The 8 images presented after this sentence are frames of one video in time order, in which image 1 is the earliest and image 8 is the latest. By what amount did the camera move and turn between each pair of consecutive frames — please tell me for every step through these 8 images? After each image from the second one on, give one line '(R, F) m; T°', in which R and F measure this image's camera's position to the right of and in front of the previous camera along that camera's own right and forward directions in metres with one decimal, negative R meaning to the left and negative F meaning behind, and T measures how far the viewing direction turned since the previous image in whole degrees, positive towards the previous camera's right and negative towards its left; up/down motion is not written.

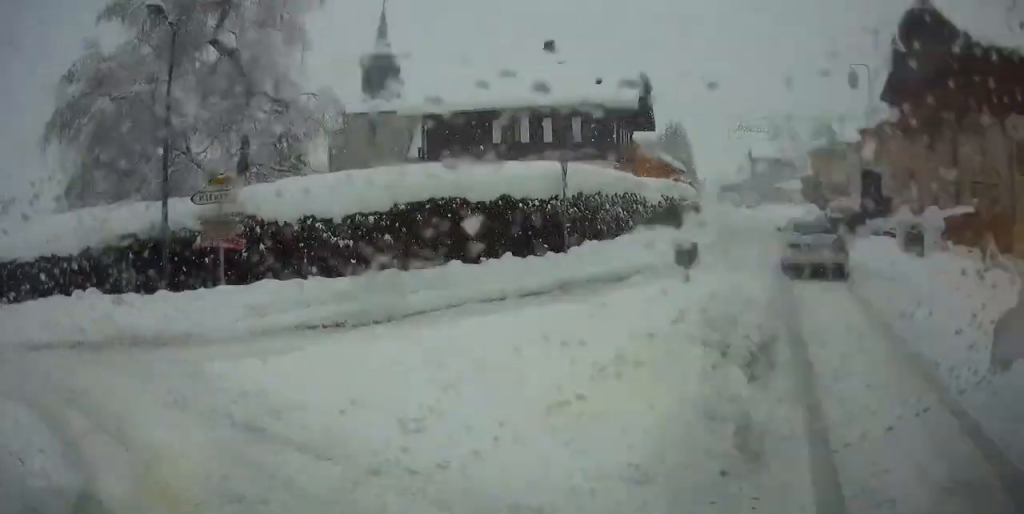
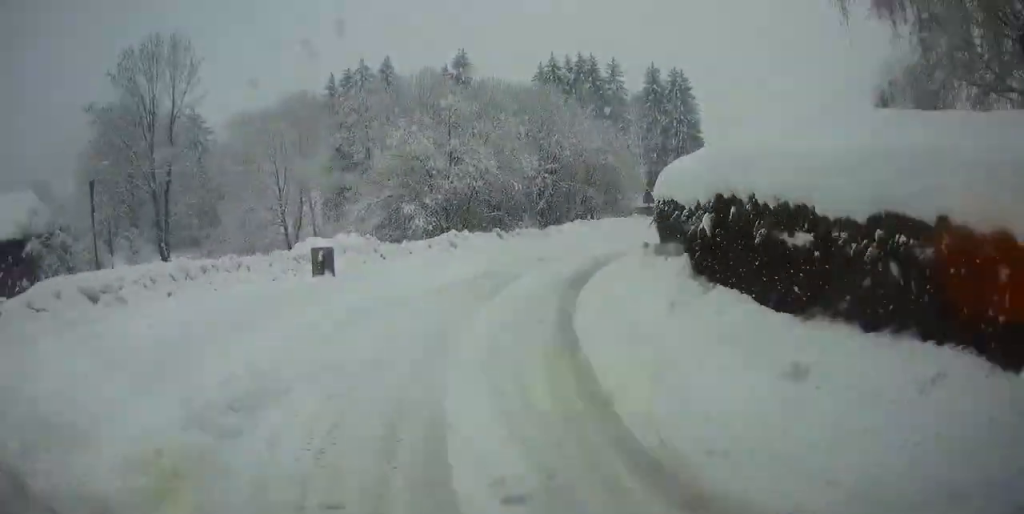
(-4.0, +14.1) m; -17°
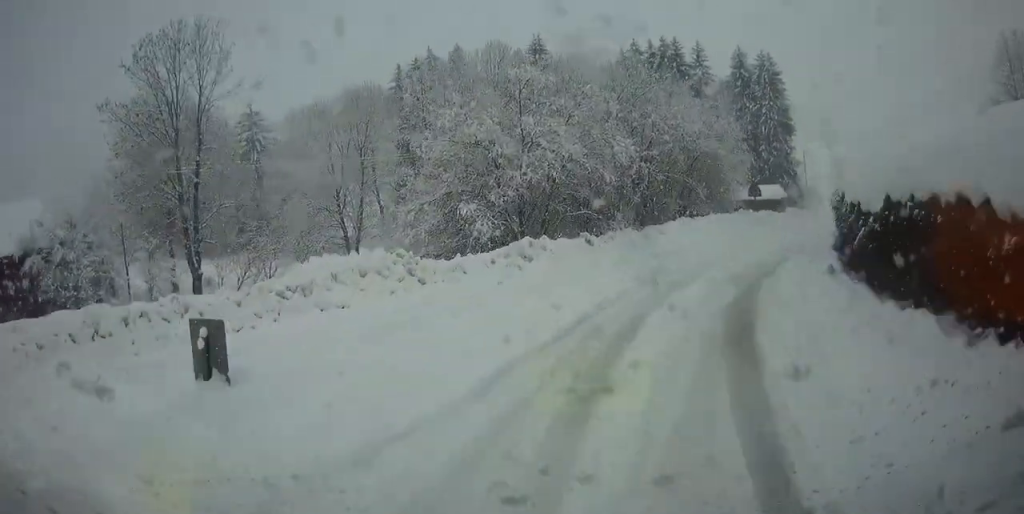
(-2.1, +15.3) m; -3°
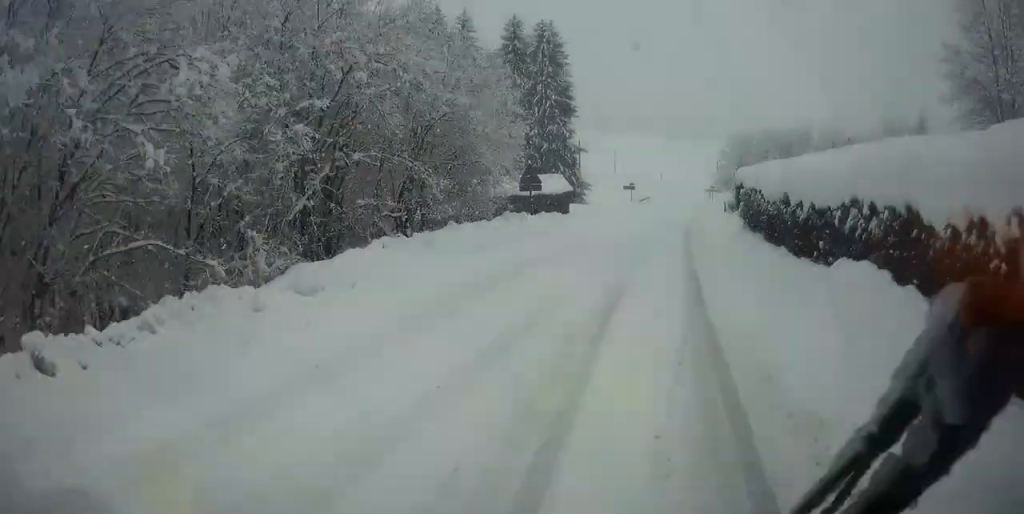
(+1.1, +21.3) m; +6°
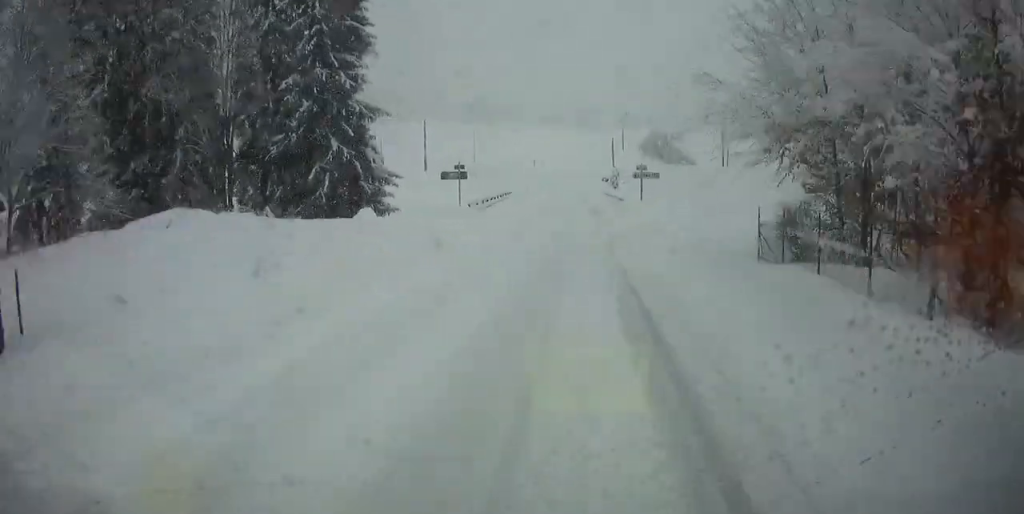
(+2.3, +41.1) m; +2°
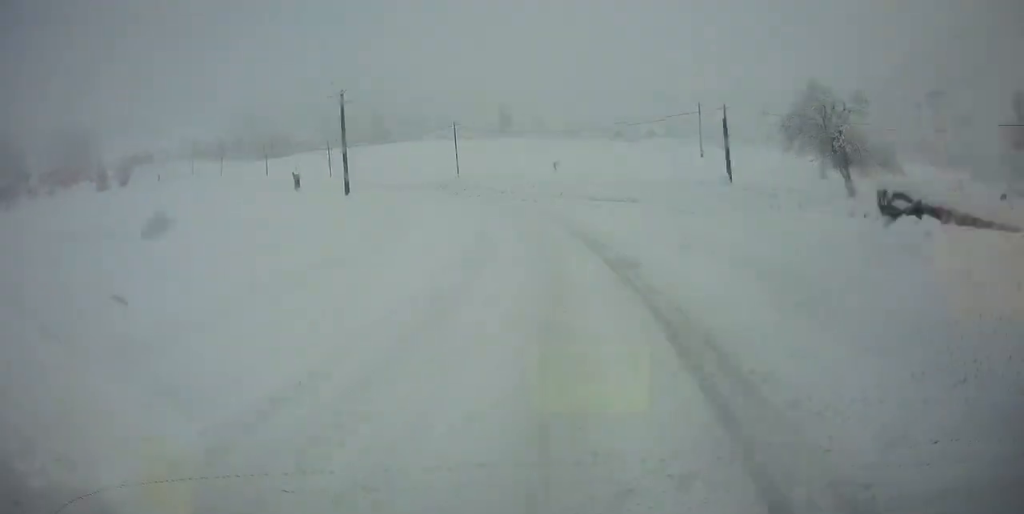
(-3.2, +51.6) m; -13°
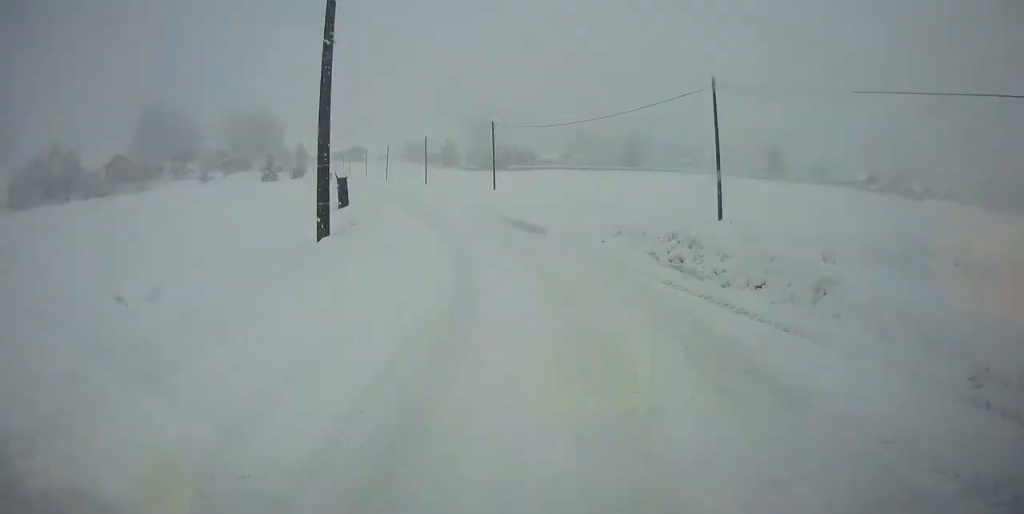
(-5.4, +41.0) m; -17°
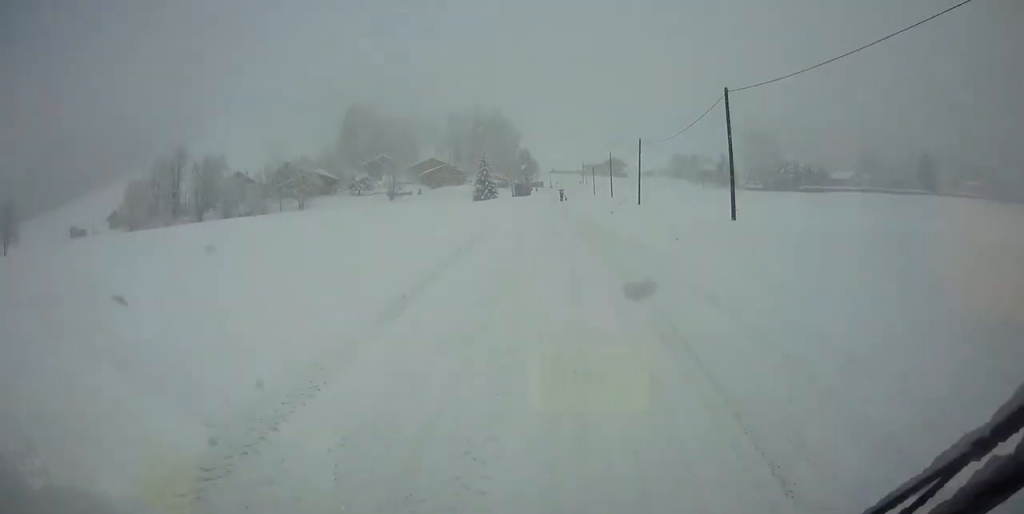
(-11.8, +54.8) m; -16°
